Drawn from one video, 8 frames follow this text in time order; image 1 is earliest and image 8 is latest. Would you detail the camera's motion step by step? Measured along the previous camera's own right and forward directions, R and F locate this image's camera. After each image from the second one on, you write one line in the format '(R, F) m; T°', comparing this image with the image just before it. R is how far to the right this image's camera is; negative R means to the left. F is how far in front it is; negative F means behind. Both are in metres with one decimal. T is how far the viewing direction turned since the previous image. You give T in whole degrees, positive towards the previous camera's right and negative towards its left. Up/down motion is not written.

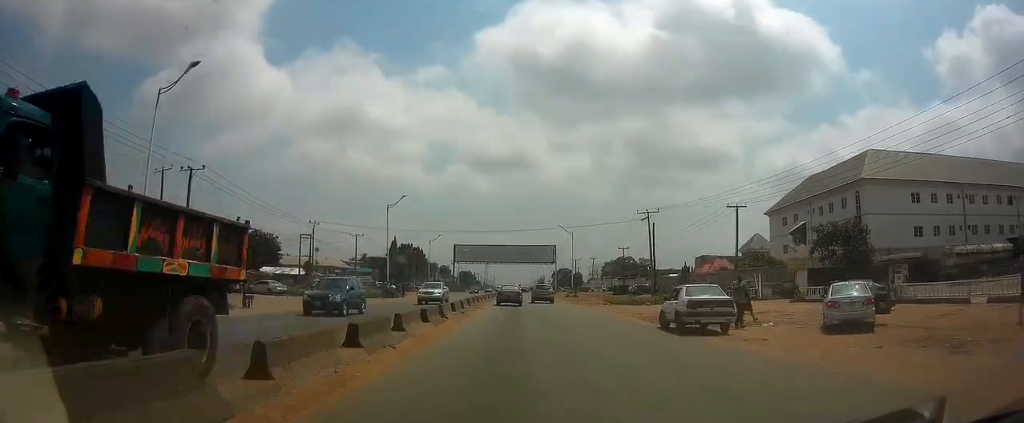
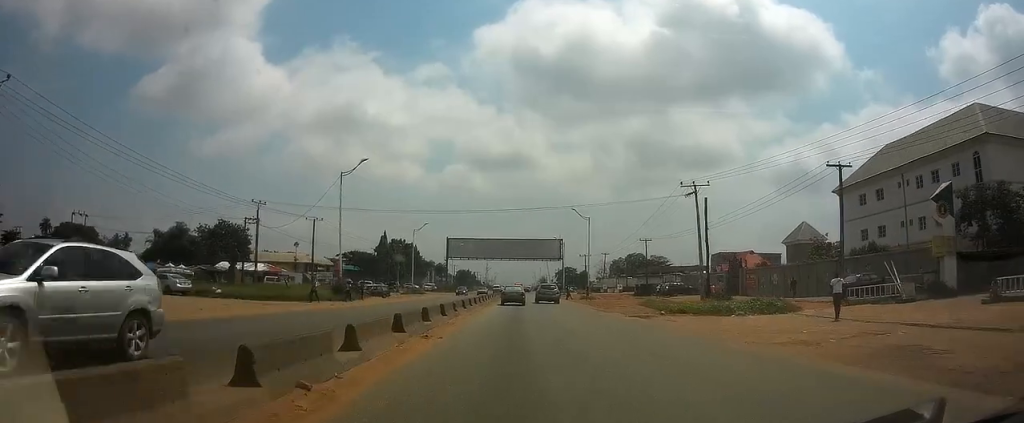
(-0.1, +18.9) m; 0°
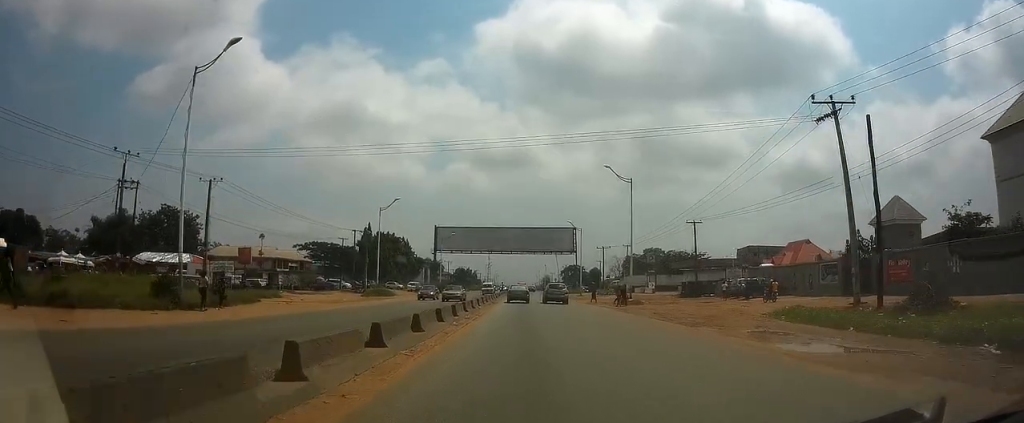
(0.0, +24.9) m; 0°
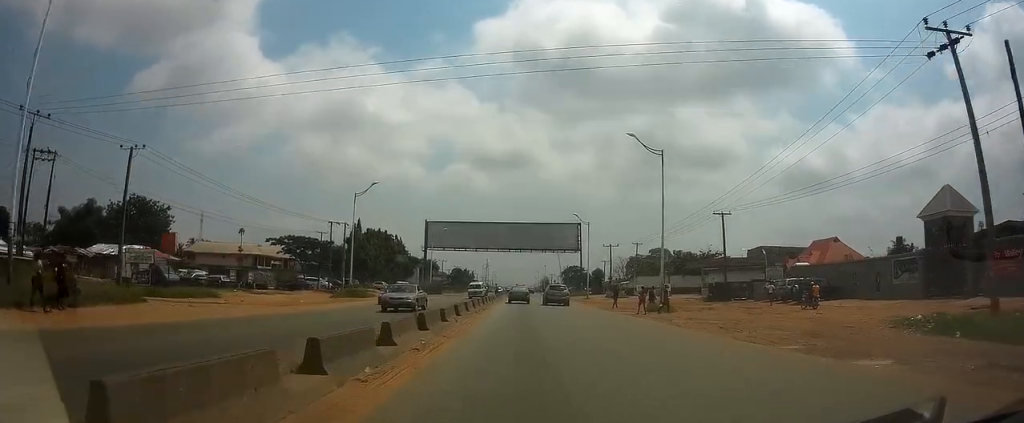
(0.0, +10.4) m; 0°
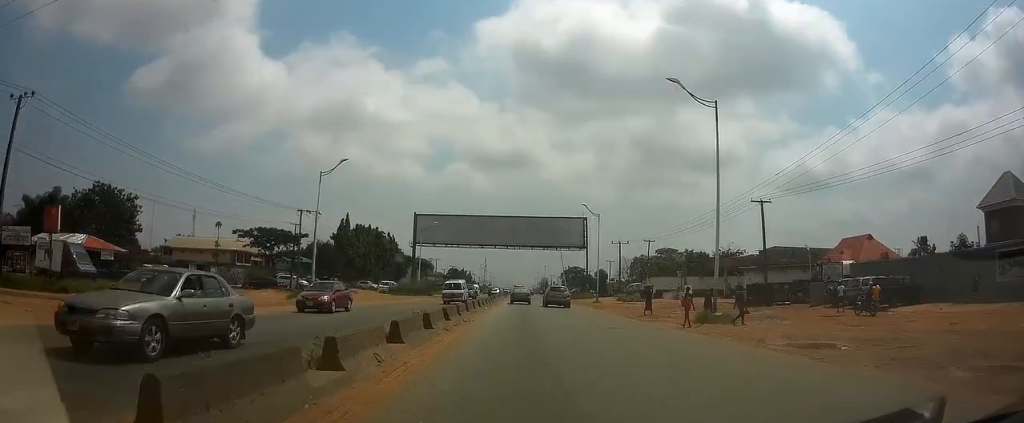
(0.0, +10.4) m; 0°
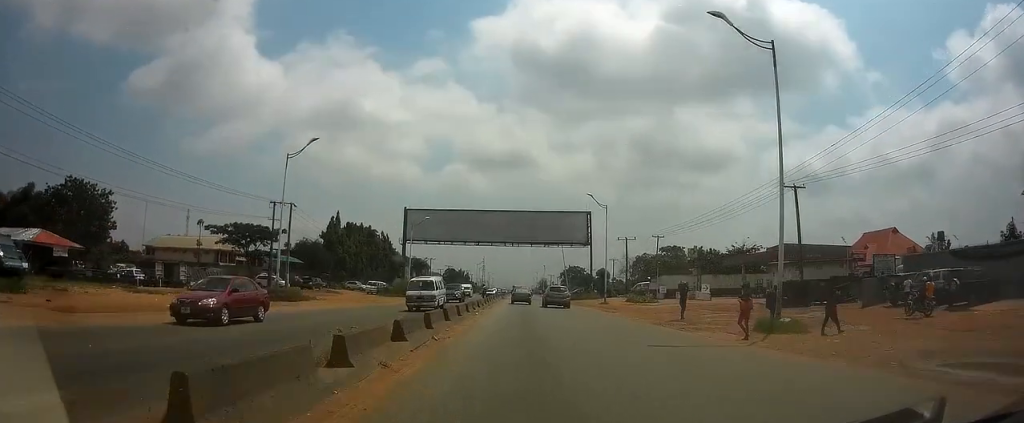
(0.0, +6.9) m; 0°
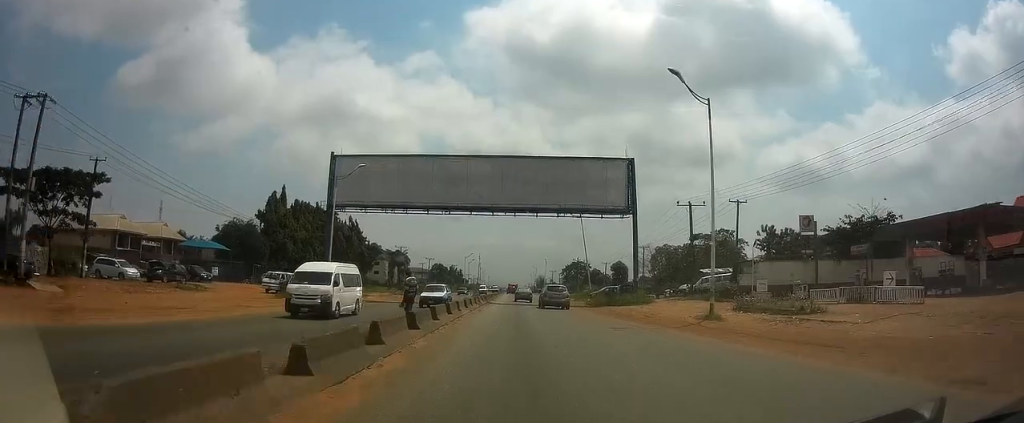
(0.0, +33.2) m; 0°
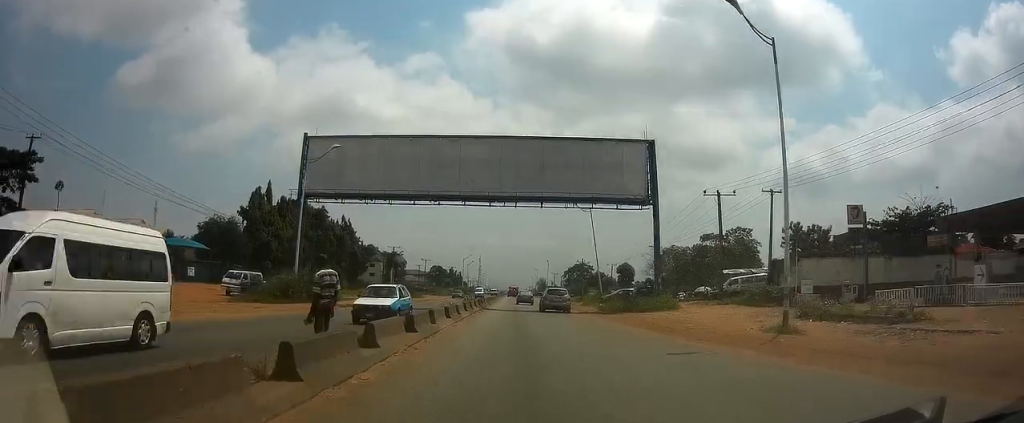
(0.0, +7.6) m; 0°
